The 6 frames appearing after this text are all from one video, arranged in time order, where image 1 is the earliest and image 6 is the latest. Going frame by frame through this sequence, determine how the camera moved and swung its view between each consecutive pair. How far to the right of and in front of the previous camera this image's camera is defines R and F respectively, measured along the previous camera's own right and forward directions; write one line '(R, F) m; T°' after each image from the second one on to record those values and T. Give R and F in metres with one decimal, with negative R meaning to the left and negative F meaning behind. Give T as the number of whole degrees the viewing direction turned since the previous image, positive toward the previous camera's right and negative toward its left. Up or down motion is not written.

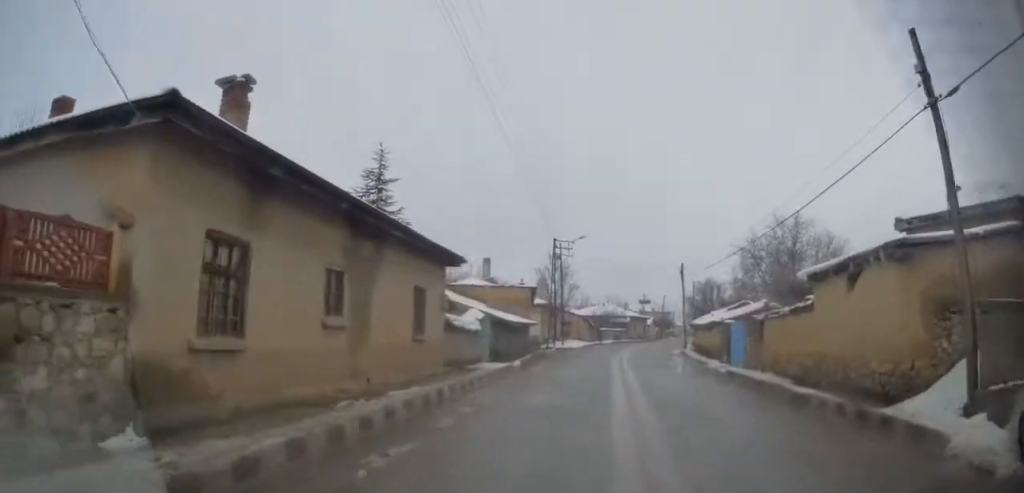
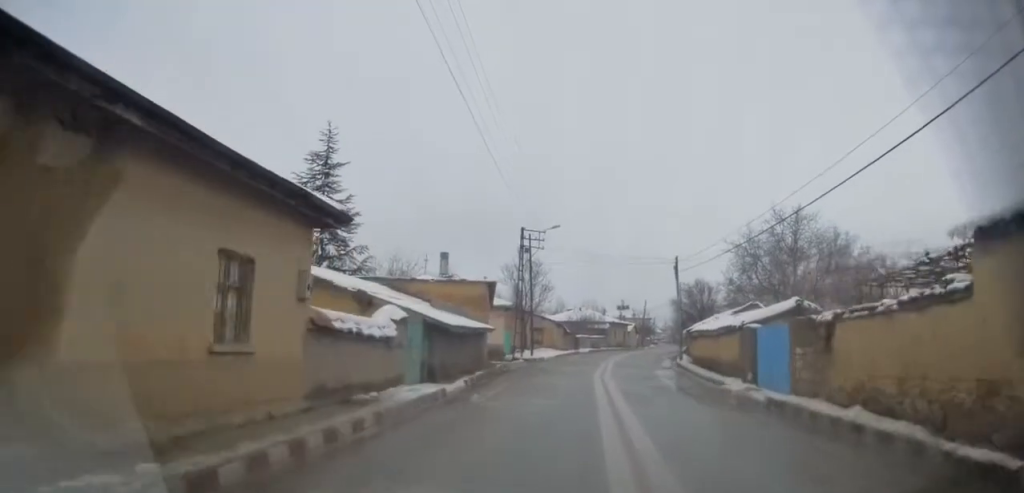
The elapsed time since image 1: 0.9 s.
(+0.1, +7.5) m; +1°
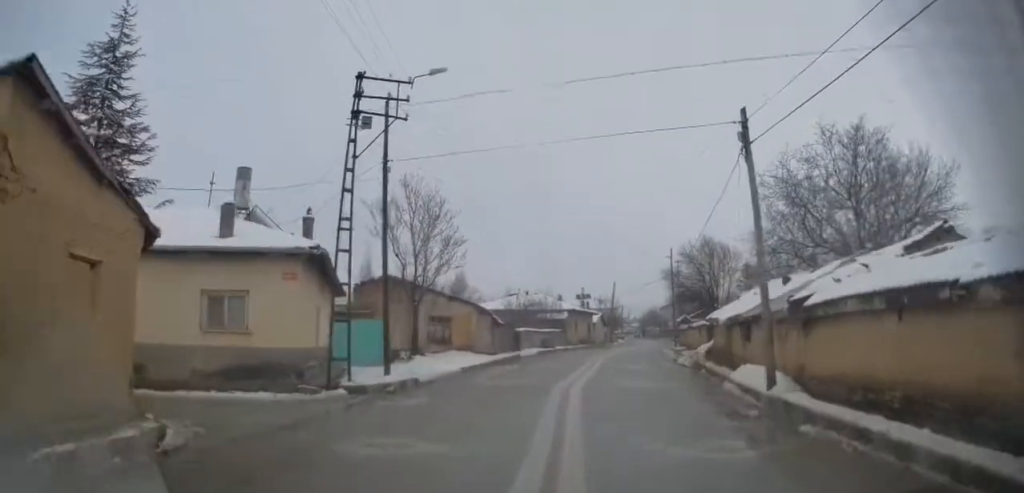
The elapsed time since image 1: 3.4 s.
(+0.3, +21.5) m; 0°
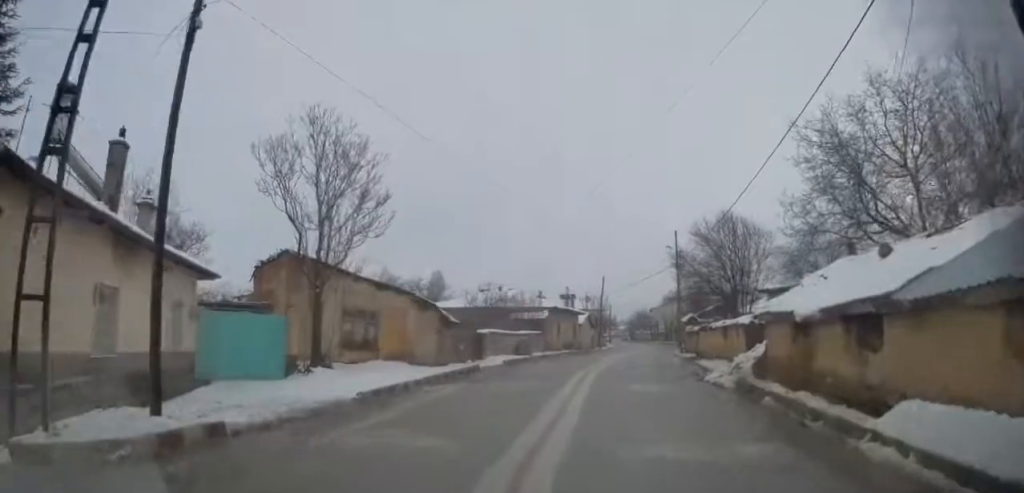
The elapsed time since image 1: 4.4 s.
(-0.1, +8.6) m; 0°
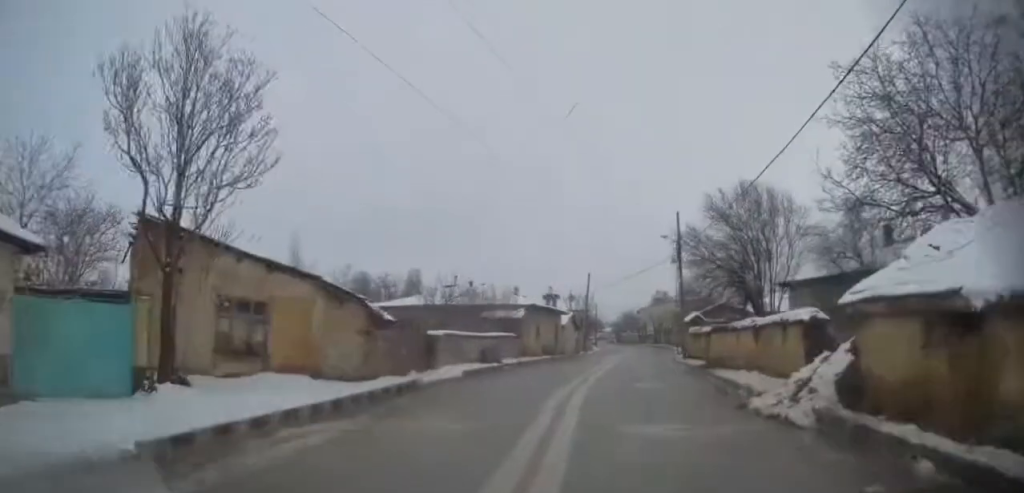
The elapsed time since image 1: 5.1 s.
(+0.1, +6.4) m; +2°
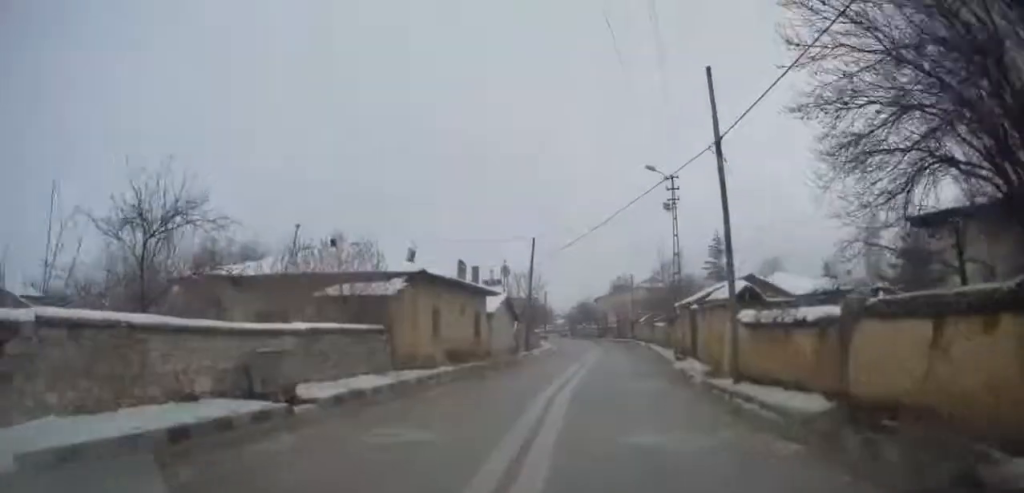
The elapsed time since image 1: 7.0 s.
(+0.9, +16.7) m; +6°
